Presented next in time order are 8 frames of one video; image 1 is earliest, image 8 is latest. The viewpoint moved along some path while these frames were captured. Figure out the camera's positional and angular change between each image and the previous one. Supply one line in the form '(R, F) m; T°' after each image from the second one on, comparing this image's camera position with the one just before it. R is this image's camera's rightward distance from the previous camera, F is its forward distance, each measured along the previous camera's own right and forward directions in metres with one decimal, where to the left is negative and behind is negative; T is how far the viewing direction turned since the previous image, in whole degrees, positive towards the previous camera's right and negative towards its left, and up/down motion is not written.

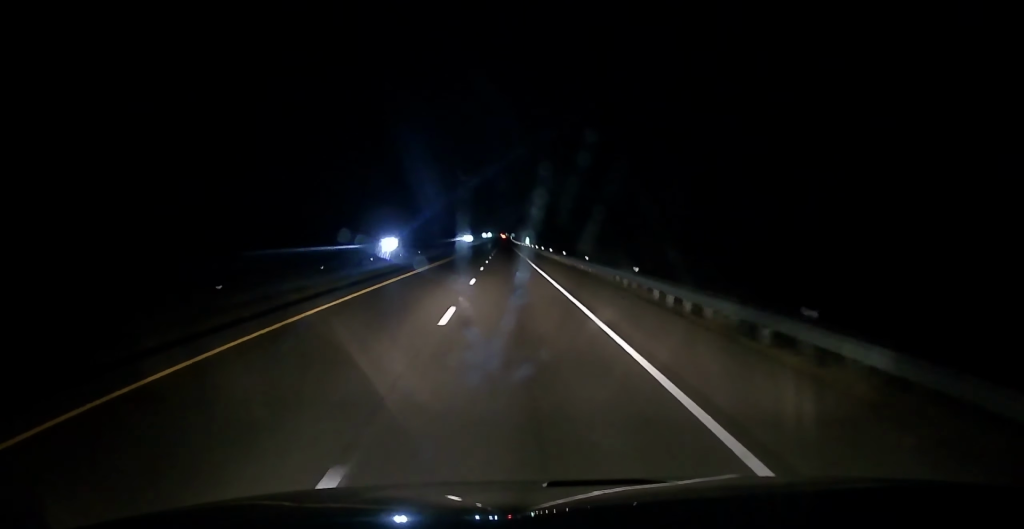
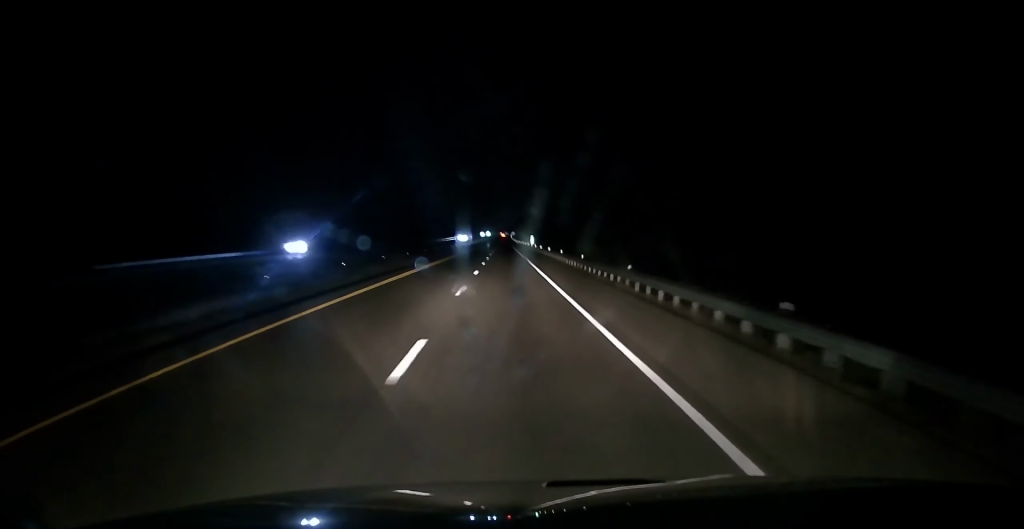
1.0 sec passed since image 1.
(-0.7, +29.7) m; -1°
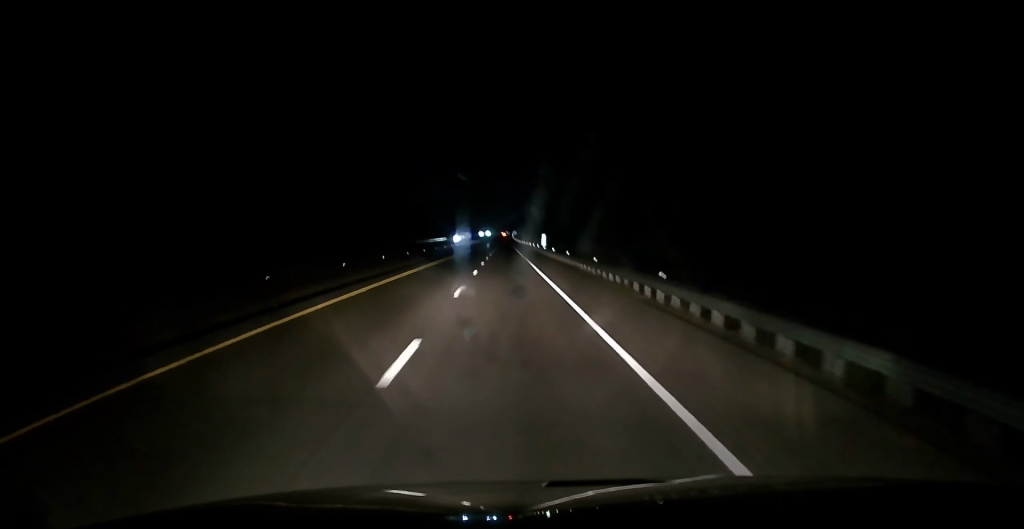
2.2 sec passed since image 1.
(+0.6, +36.7) m; +2°
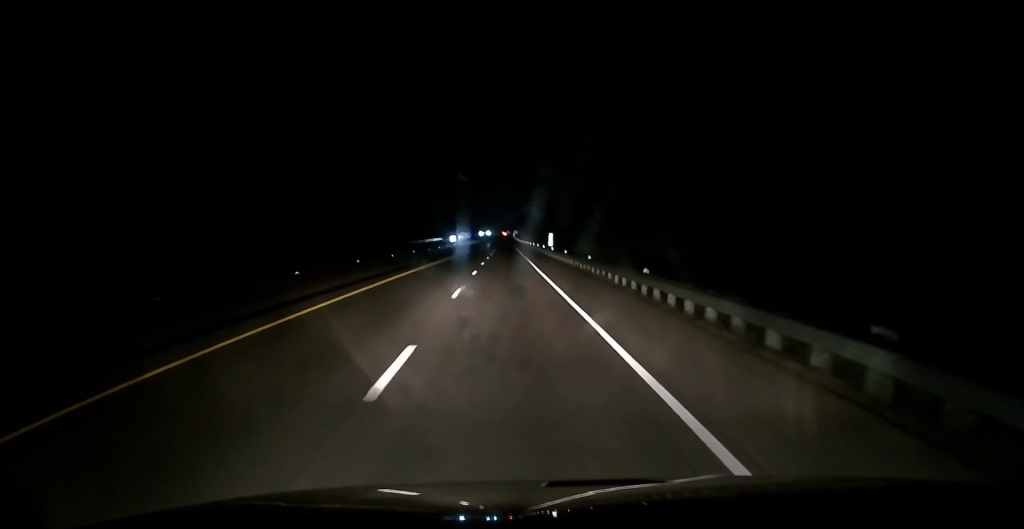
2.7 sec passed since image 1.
(+0.3, +12.9) m; 0°
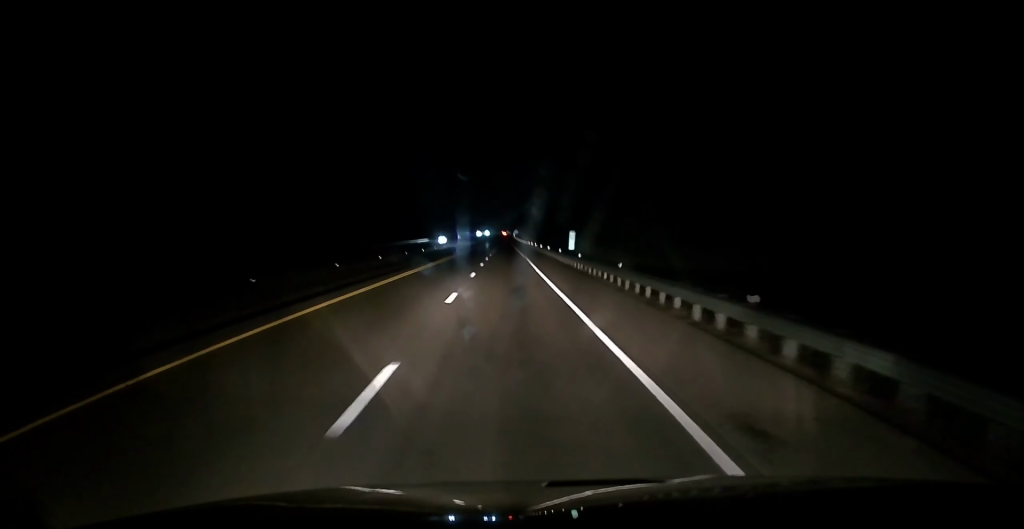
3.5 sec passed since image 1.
(-0.3, +25.7) m; -1°
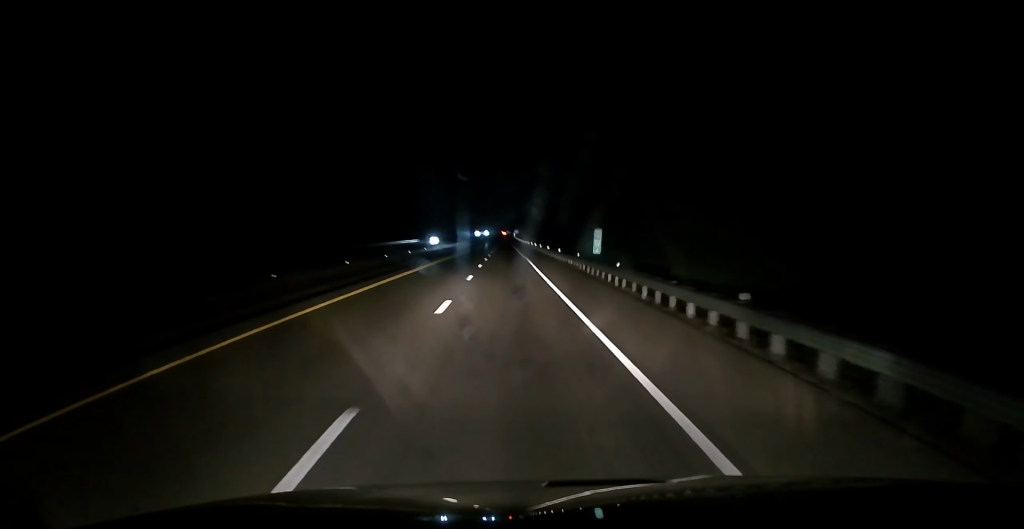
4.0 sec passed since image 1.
(-0.5, +14.8) m; 0°
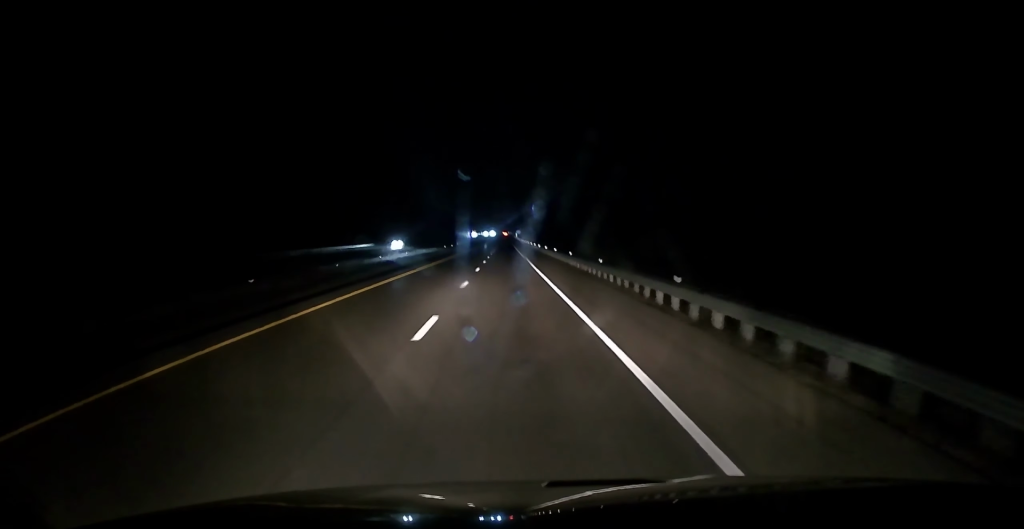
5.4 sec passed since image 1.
(+0.6, +40.6) m; 0°
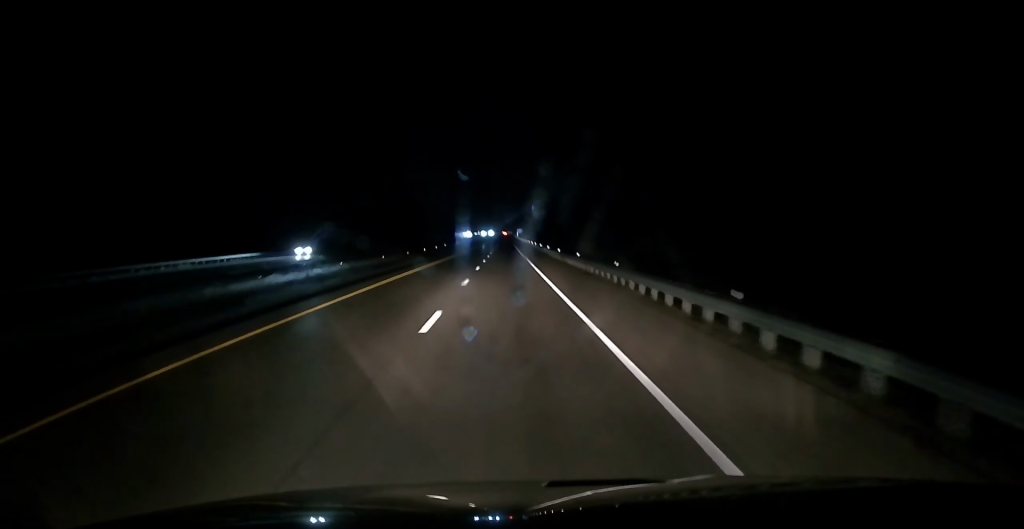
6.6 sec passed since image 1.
(-0.1, +35.5) m; +1°
